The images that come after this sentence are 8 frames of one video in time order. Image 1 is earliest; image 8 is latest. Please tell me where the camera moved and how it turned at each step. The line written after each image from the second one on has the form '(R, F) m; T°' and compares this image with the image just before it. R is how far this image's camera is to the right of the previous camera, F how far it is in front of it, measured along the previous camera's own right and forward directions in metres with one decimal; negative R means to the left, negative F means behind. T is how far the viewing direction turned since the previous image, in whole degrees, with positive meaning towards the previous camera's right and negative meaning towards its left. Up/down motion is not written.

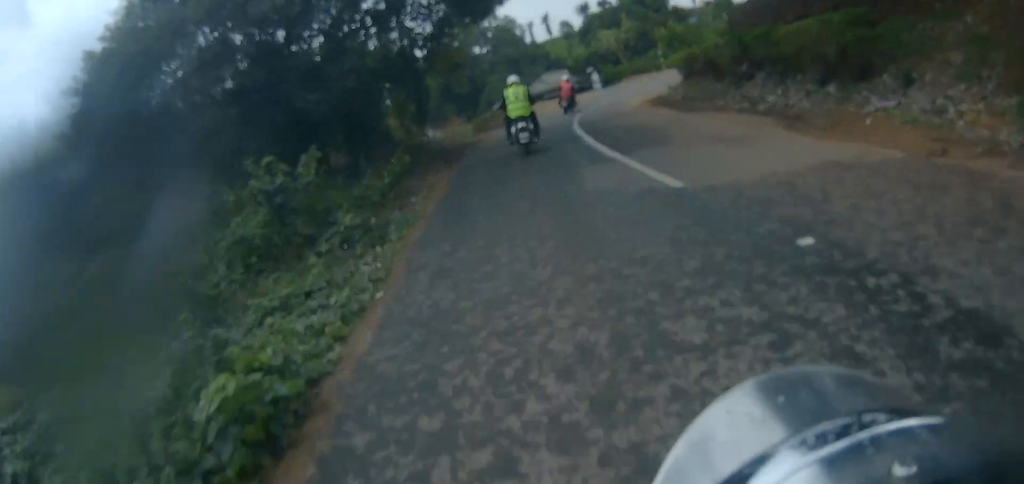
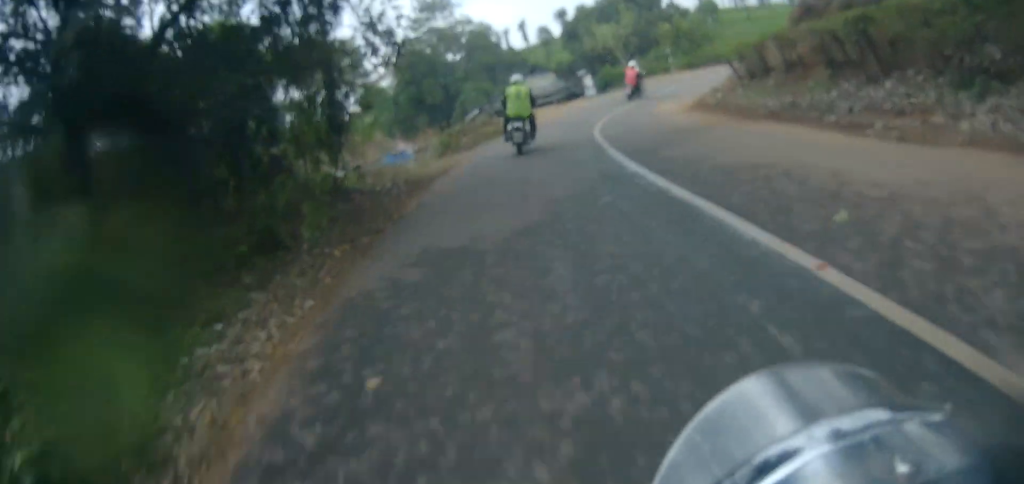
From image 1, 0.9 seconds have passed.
(0.0, +8.3) m; 0°
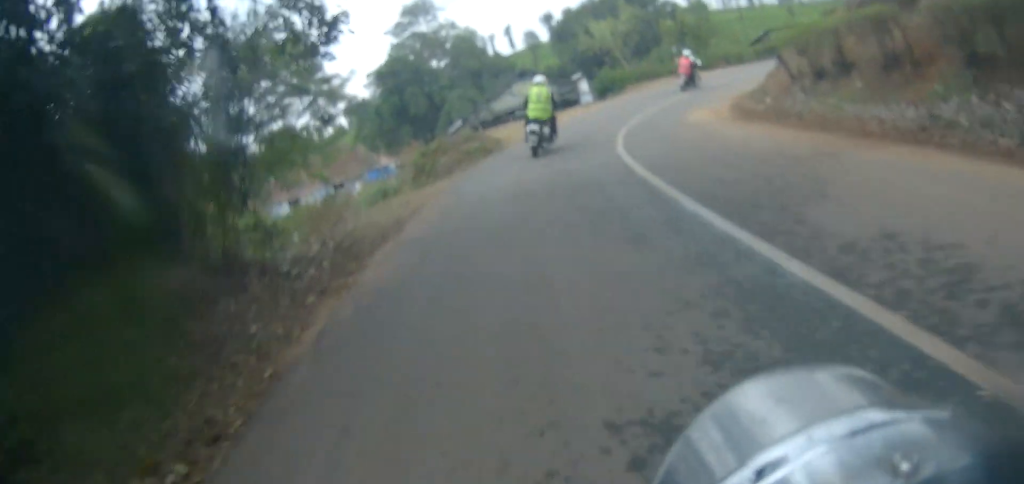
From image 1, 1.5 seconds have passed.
(0.0, +4.7) m; 0°
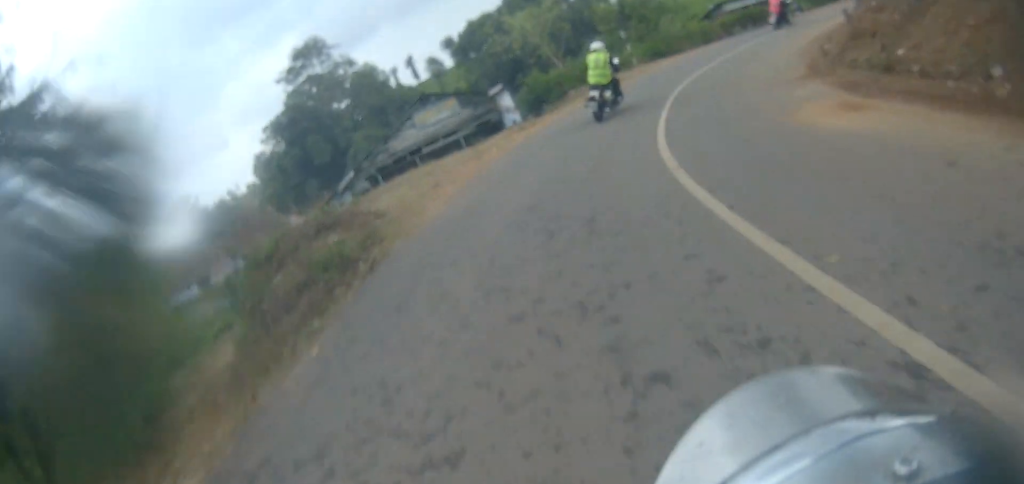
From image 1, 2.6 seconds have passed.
(0.0, +9.8) m; 0°
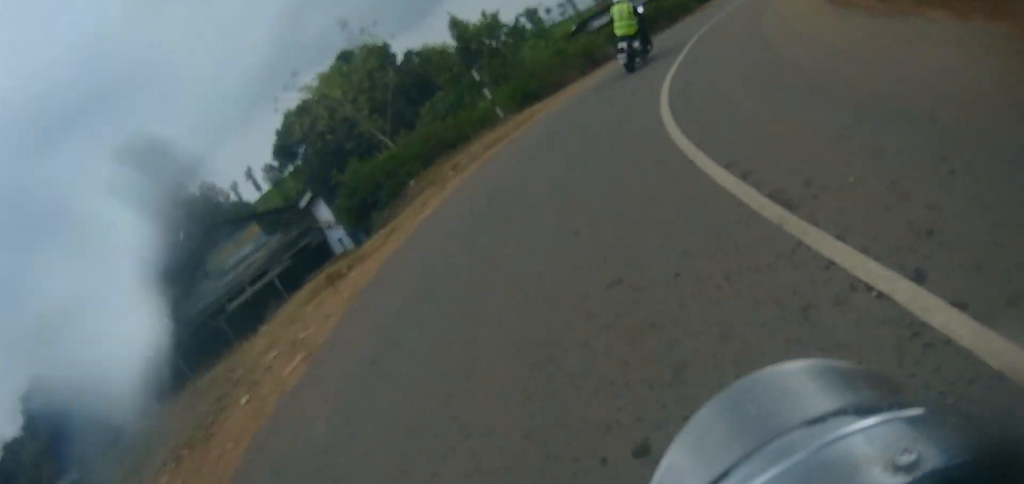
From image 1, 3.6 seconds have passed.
(0.0, +9.5) m; +16°
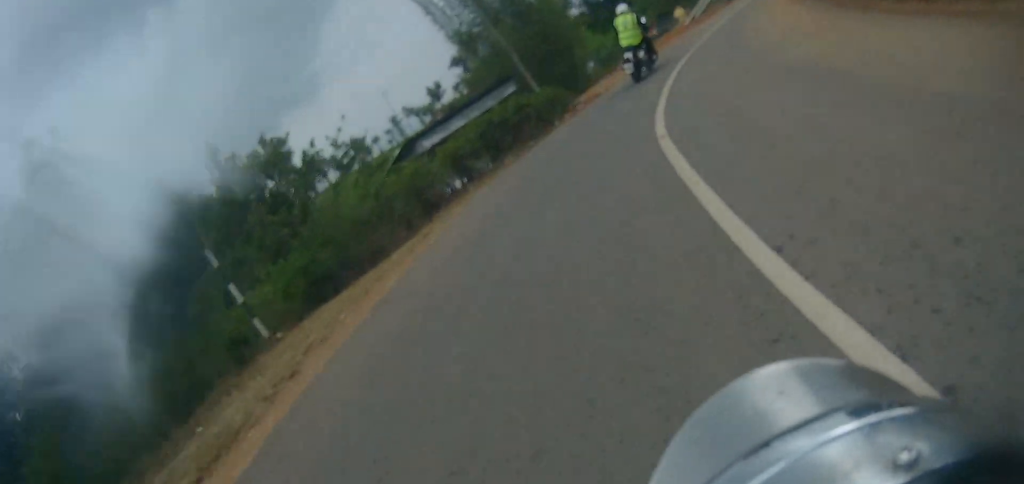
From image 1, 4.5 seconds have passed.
(+2.2, +7.7) m; +27°
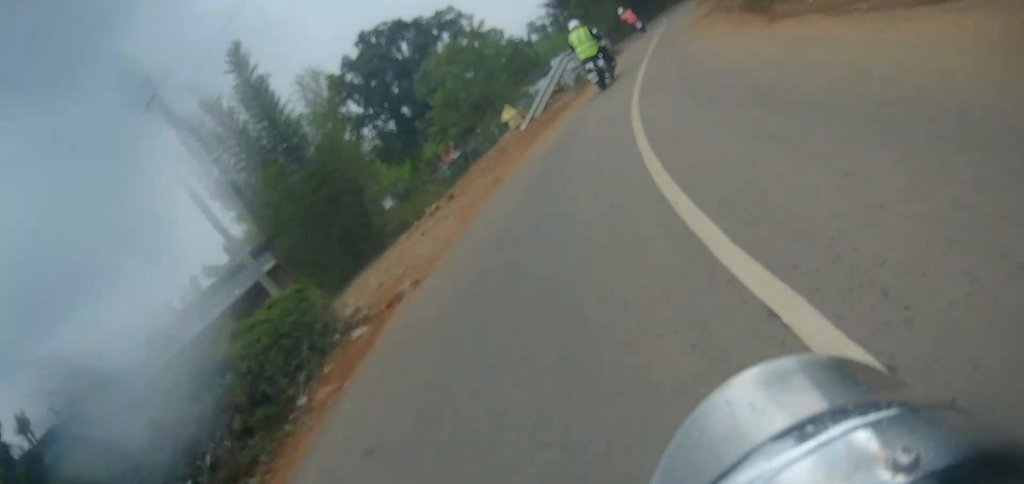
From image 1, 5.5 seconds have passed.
(+2.2, +8.9) m; +22°
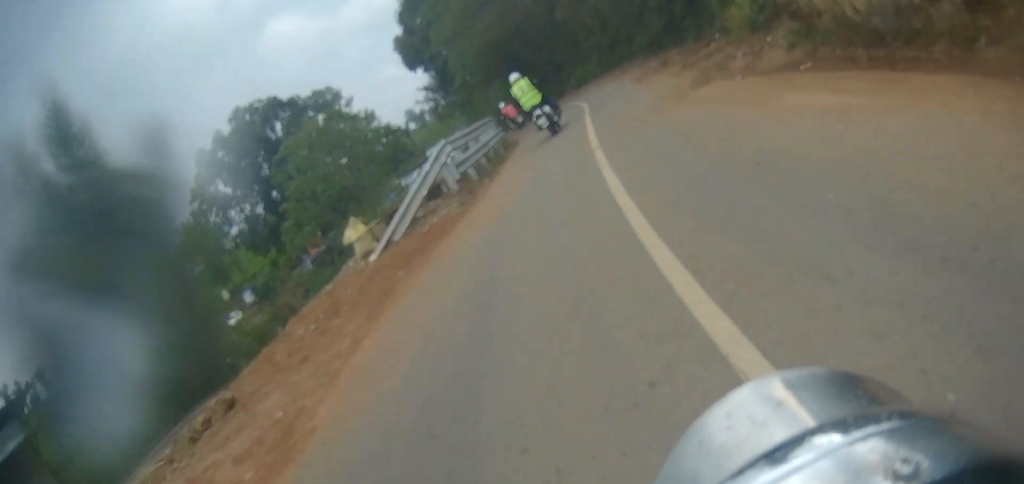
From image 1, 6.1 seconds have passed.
(+0.7, +6.5) m; +8°
